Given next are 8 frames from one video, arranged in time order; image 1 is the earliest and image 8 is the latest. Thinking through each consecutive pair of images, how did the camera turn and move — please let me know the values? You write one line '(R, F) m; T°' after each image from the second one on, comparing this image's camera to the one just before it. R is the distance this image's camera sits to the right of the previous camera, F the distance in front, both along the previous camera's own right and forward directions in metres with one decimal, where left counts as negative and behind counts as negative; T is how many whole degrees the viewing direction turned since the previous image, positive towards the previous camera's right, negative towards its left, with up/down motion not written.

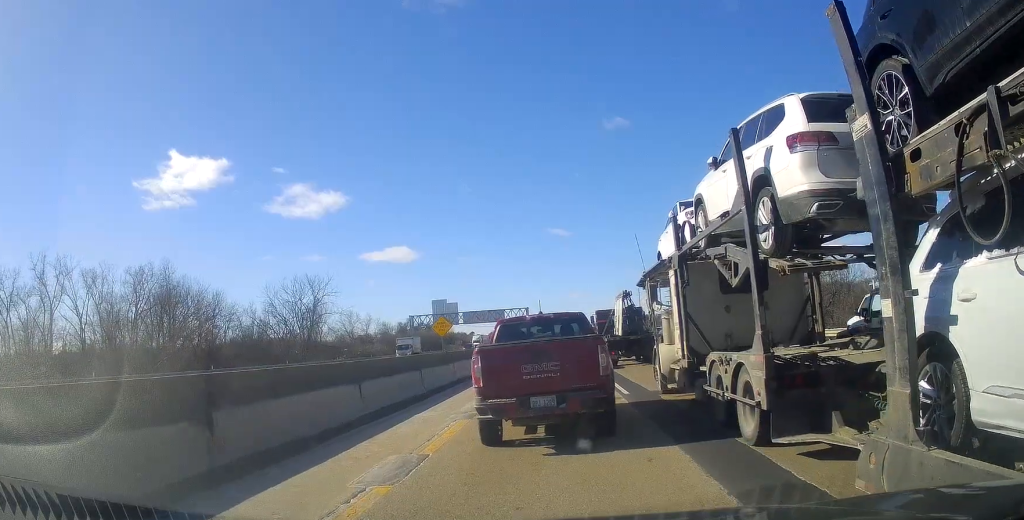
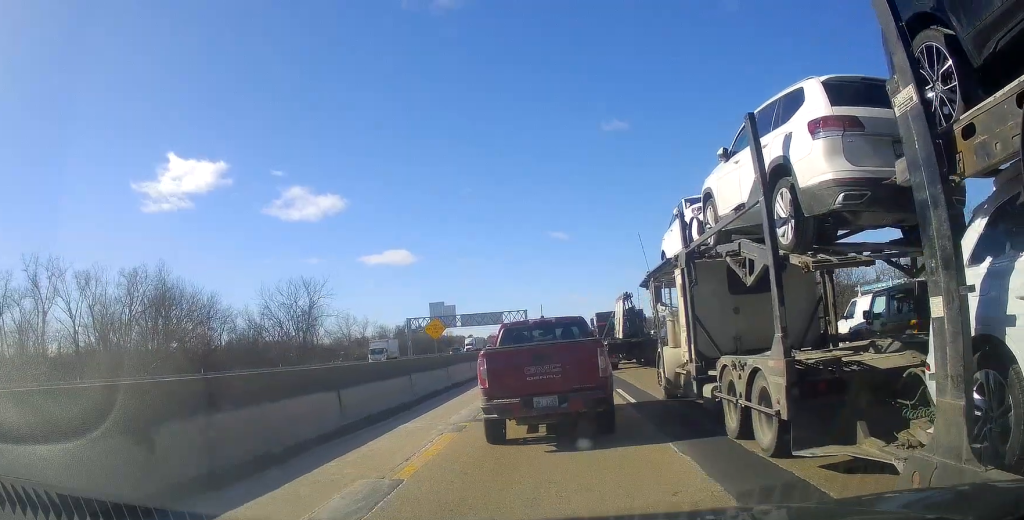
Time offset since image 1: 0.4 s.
(0.0, +2.0) m; 0°
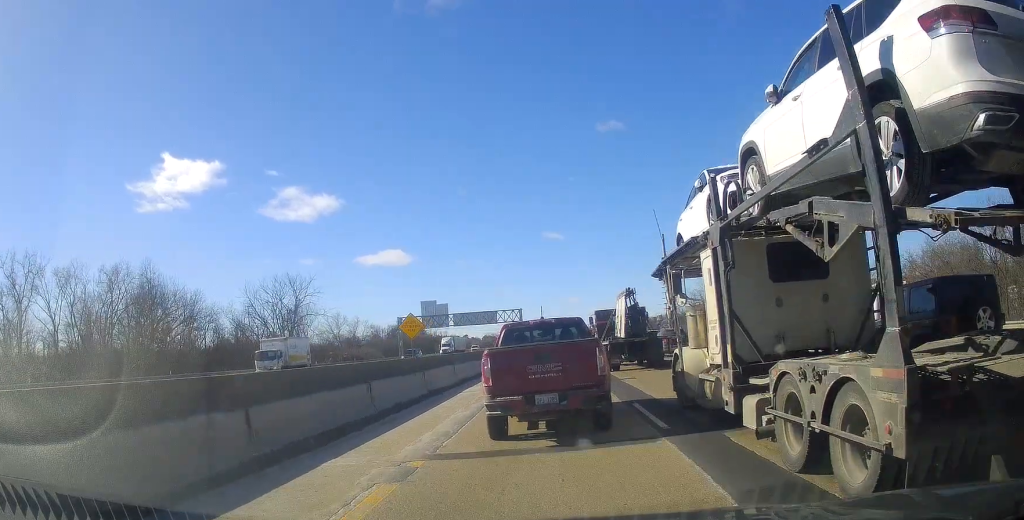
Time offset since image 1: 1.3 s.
(0.0, +5.0) m; 0°
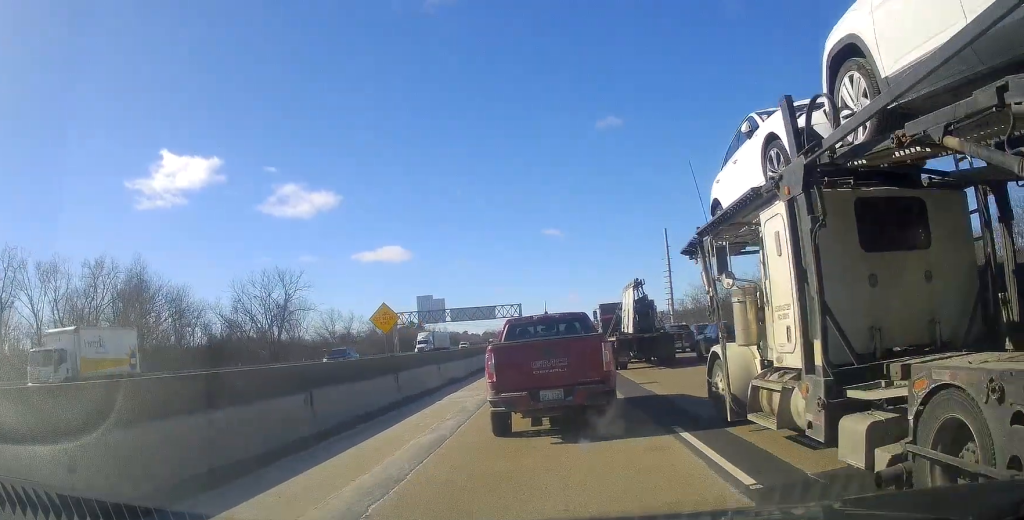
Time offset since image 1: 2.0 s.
(0.0, +4.3) m; 0°
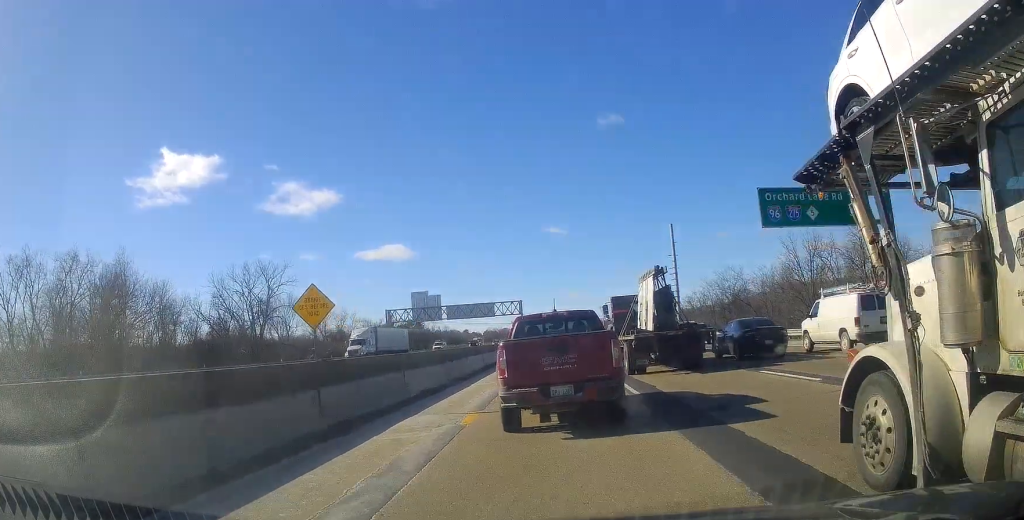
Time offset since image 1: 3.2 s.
(0.0, +7.0) m; 0°
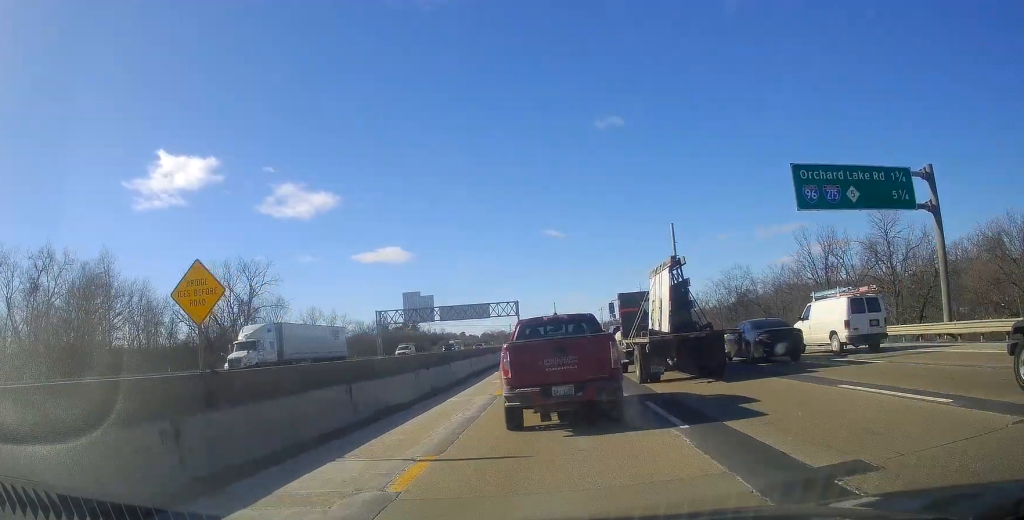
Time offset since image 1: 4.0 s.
(0.0, +5.3) m; 0°
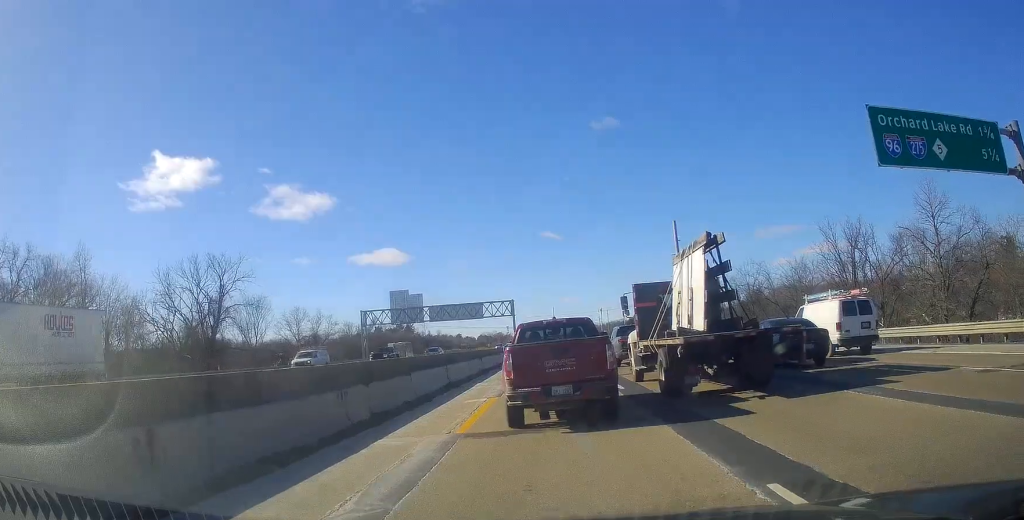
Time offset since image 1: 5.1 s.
(0.0, +8.1) m; -2°
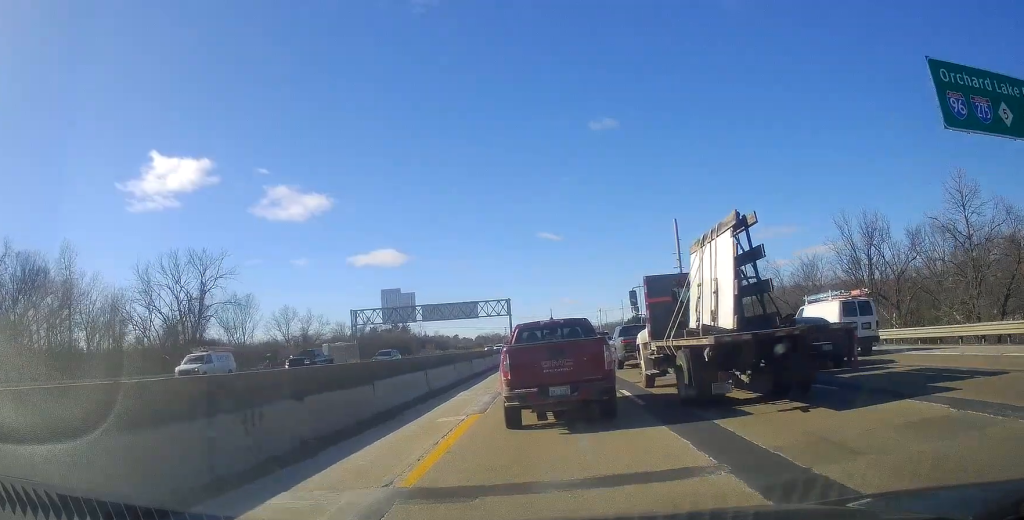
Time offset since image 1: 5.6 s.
(+0.1, +4.2) m; -2°
